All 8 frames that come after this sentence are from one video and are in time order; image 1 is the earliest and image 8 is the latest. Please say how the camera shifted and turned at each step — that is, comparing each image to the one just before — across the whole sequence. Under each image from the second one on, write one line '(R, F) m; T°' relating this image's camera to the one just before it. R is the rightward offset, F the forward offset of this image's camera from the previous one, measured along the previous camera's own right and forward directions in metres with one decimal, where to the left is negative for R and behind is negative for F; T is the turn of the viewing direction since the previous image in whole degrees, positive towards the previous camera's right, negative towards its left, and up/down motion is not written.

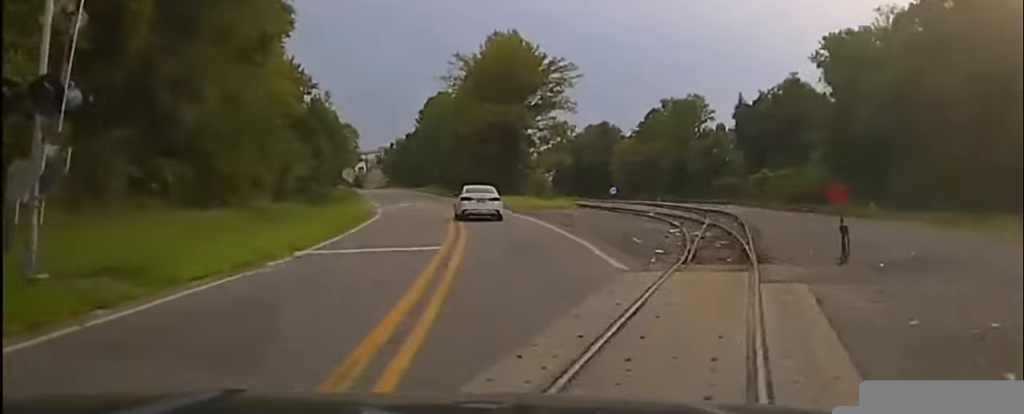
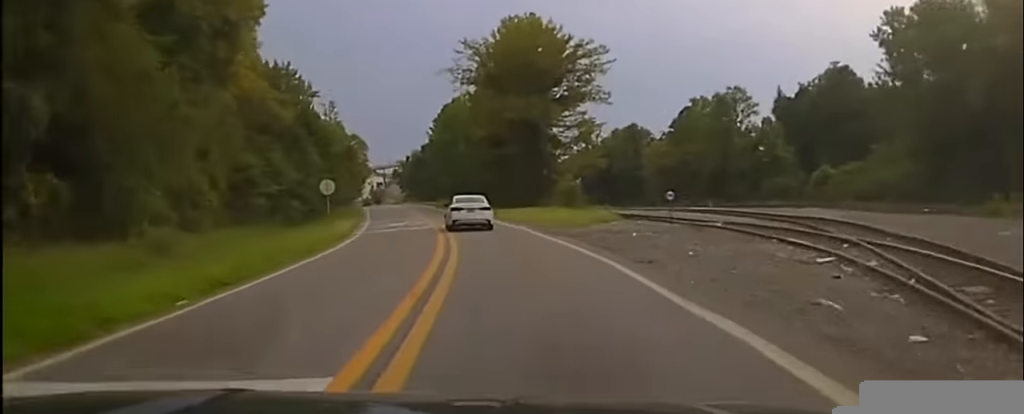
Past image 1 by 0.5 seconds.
(-0.1, +13.4) m; -2°
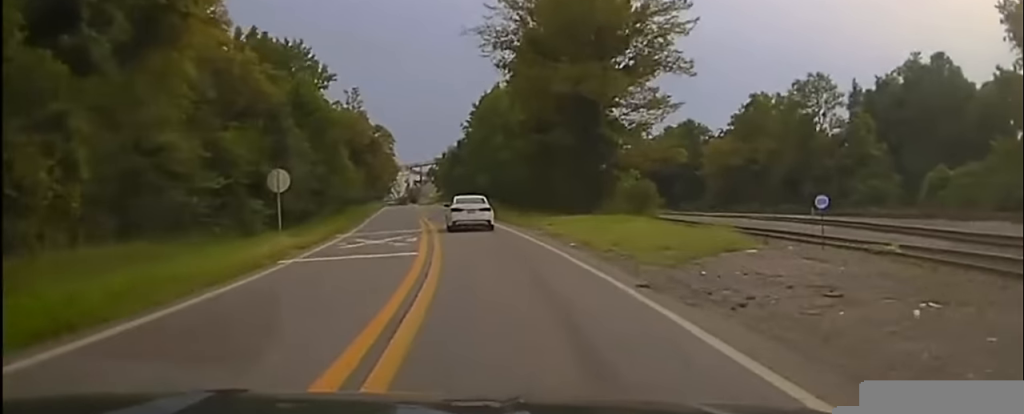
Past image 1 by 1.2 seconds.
(-1.0, +18.7) m; -2°
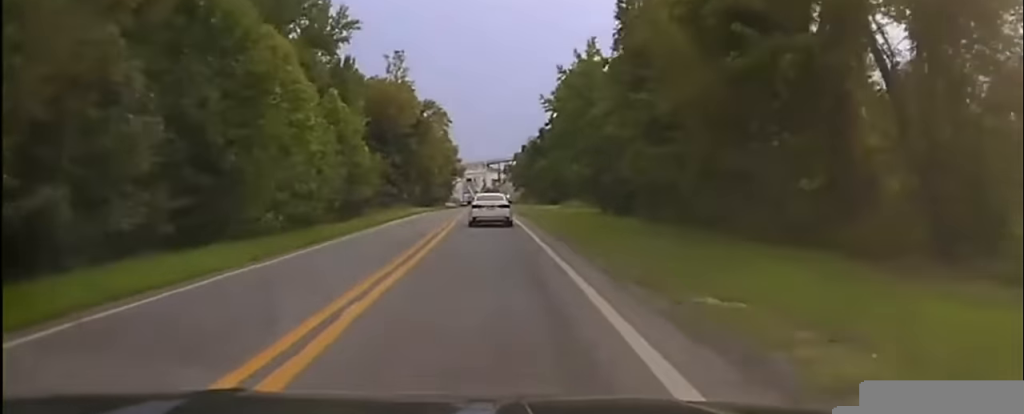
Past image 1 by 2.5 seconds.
(-0.5, +36.5) m; -1°
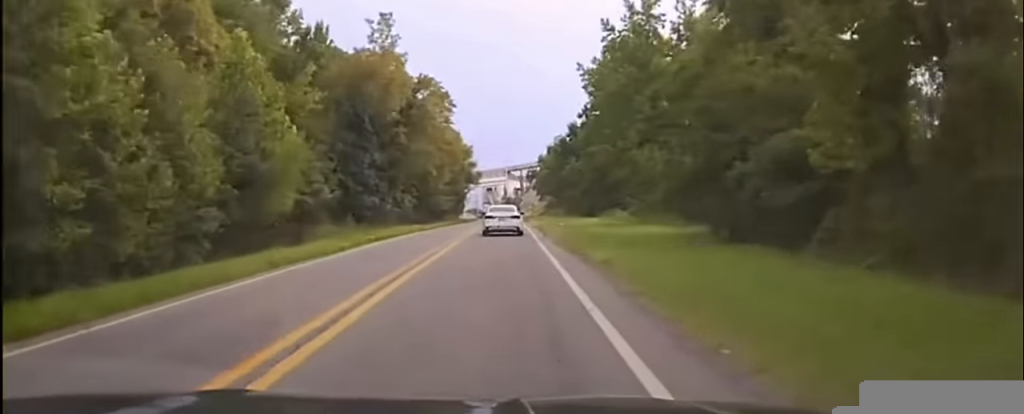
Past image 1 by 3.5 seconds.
(-0.3, +28.2) m; -3°
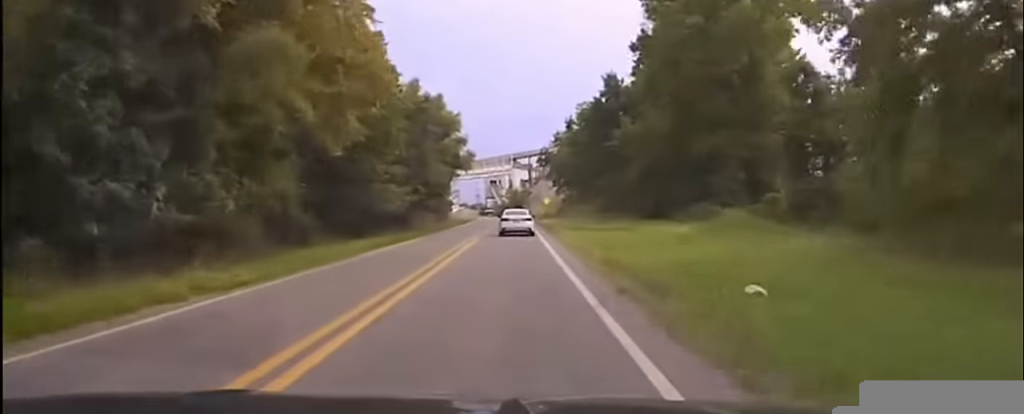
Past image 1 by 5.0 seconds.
(-1.5, +46.1) m; -2°
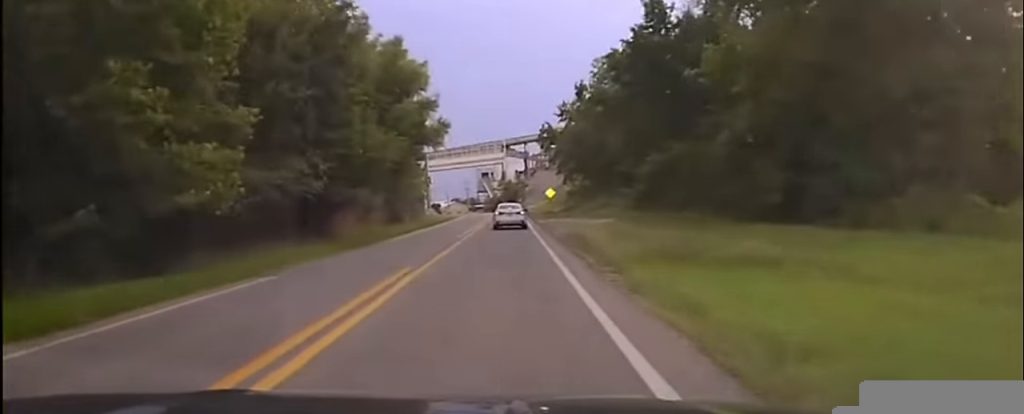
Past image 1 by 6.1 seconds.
(0.0, +32.9) m; 0°
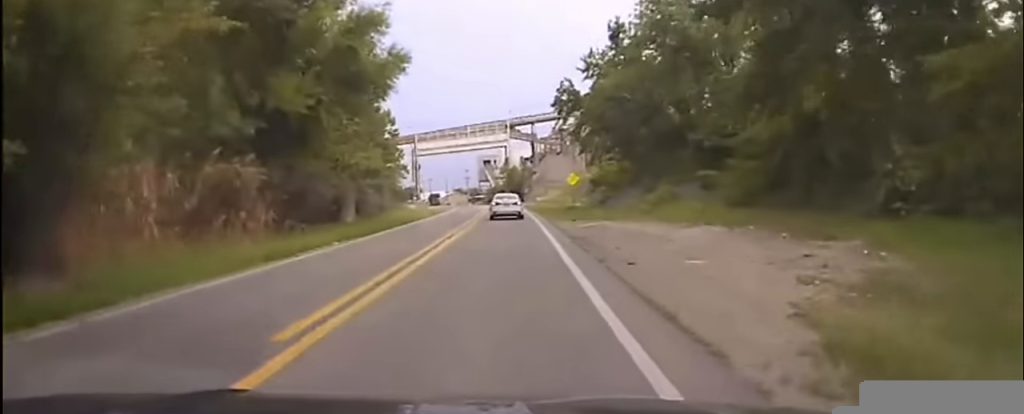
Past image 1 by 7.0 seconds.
(0.0, +29.9) m; 0°
